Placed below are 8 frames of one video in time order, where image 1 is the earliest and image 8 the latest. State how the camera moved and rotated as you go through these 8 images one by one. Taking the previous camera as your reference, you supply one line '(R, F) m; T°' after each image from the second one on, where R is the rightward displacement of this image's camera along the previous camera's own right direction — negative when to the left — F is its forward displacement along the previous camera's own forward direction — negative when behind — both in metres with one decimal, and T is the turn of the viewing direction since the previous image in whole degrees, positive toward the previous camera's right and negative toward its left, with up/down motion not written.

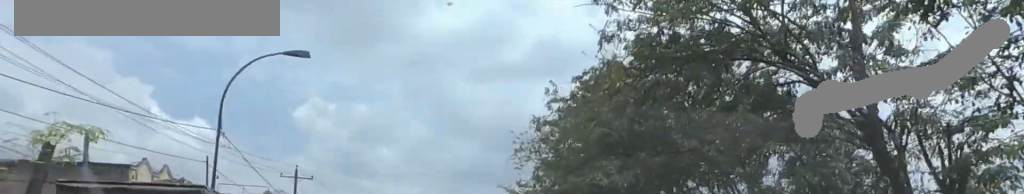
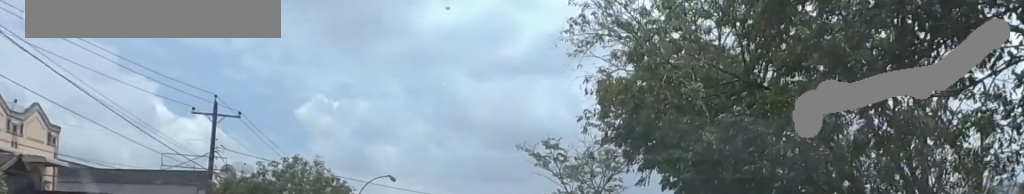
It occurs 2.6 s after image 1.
(+0.3, +24.5) m; 0°
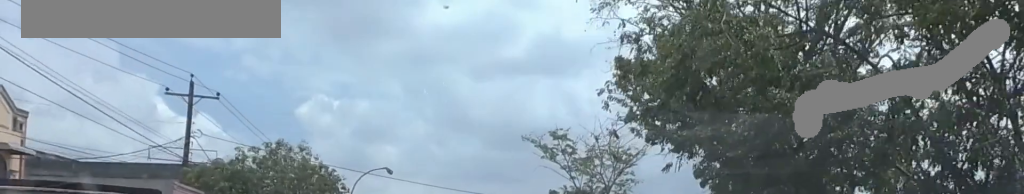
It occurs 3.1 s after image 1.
(+0.6, +4.4) m; 0°
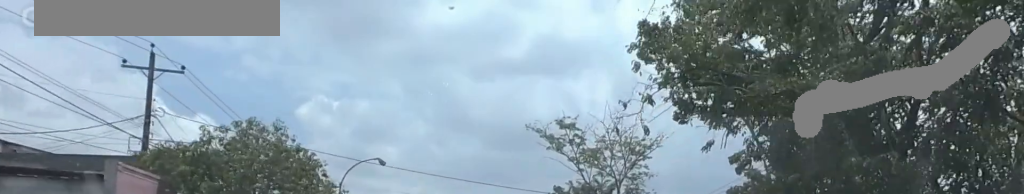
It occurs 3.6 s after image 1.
(-0.6, +4.9) m; -1°
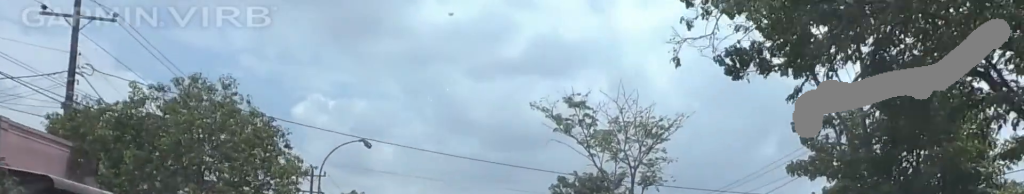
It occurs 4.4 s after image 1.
(-0.3, +6.1) m; -1°
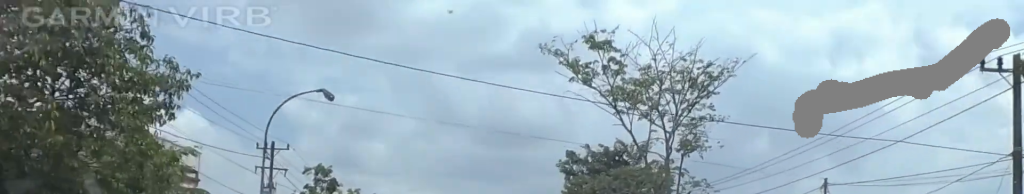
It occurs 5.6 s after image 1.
(+0.1, +10.4) m; 0°
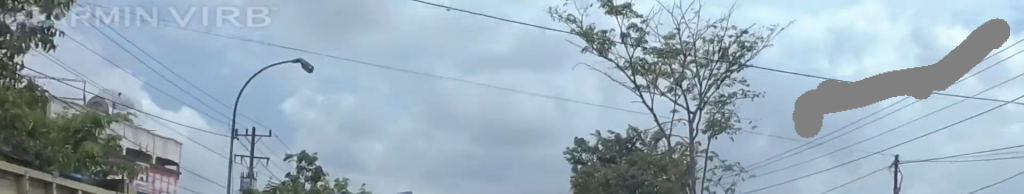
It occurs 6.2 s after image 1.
(-0.4, +4.6) m; 0°
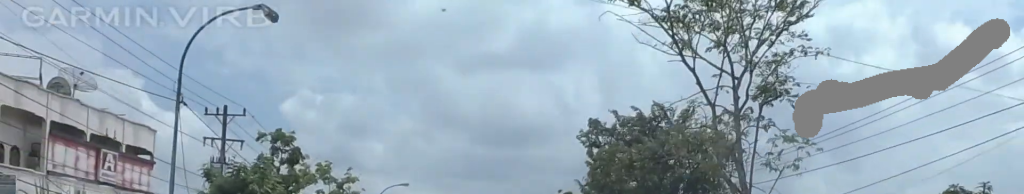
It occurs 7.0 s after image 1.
(+0.8, +6.0) m; 0°
